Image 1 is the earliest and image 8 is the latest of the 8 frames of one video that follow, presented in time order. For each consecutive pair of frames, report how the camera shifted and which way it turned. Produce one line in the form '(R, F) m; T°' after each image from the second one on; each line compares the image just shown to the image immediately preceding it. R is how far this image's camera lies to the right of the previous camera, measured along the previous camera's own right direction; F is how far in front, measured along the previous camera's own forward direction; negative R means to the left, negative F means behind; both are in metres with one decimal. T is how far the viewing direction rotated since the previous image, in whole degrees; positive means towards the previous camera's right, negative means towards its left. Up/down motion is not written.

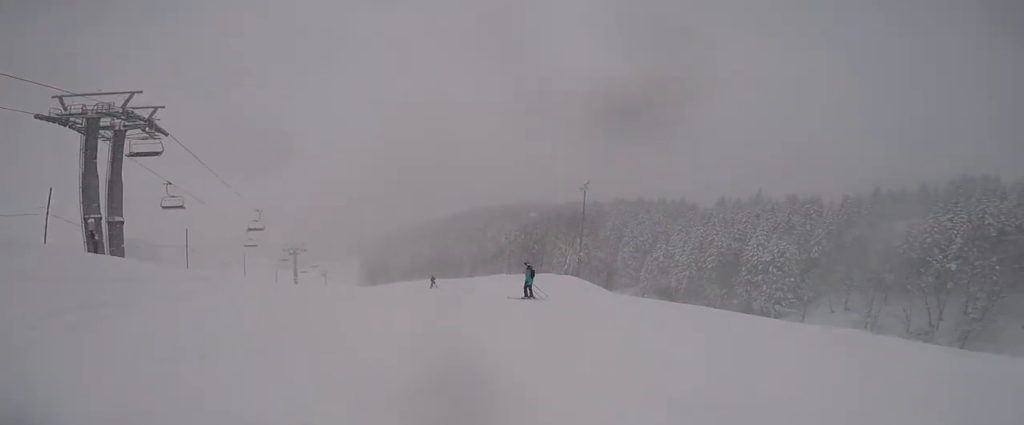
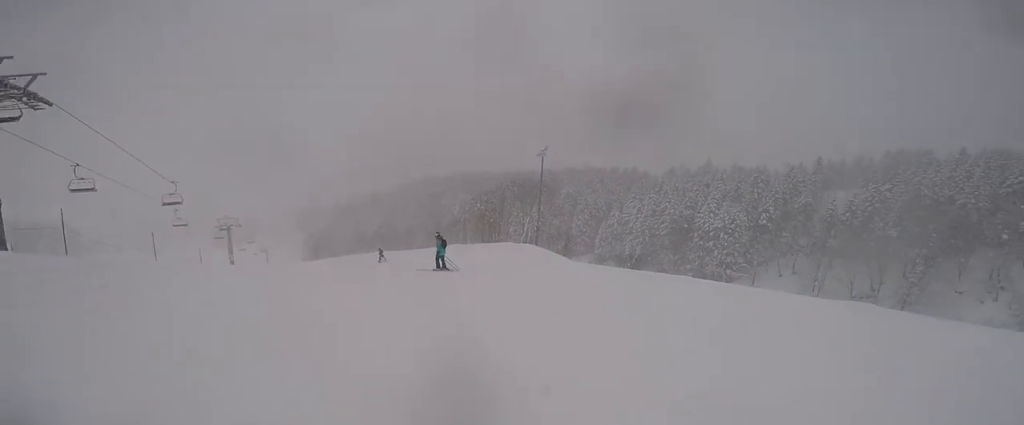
(0.0, +2.5) m; 0°
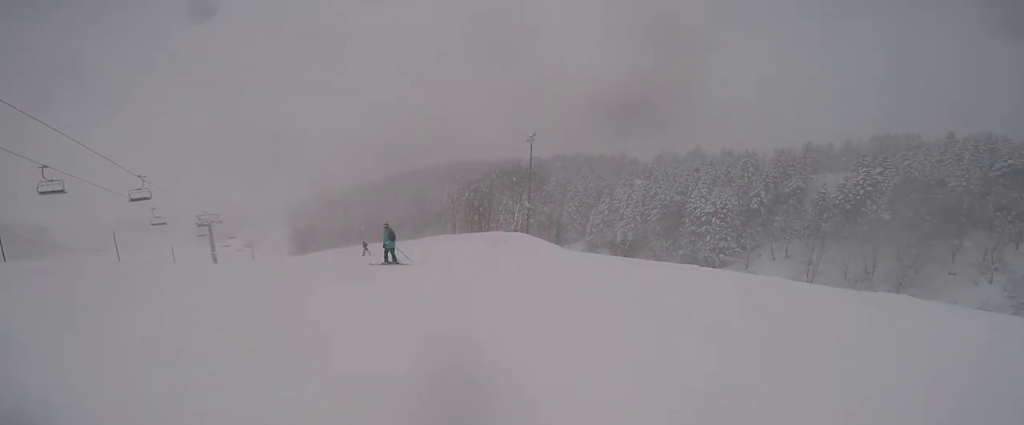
(0.0, +1.5) m; 0°
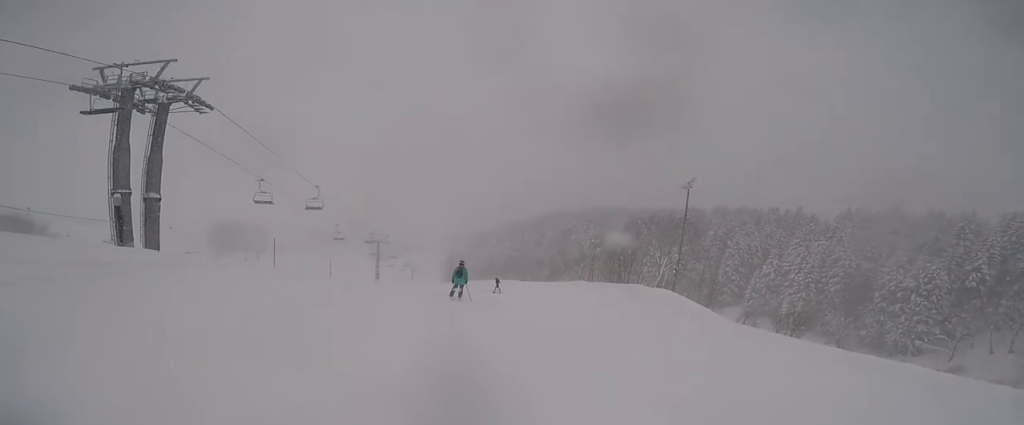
(0.0, +3.0) m; -5°
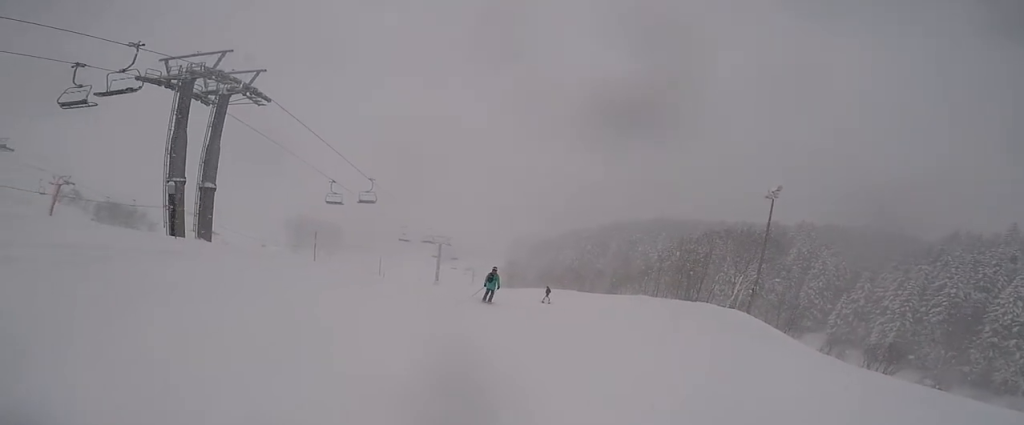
(+0.3, +2.7) m; -19°
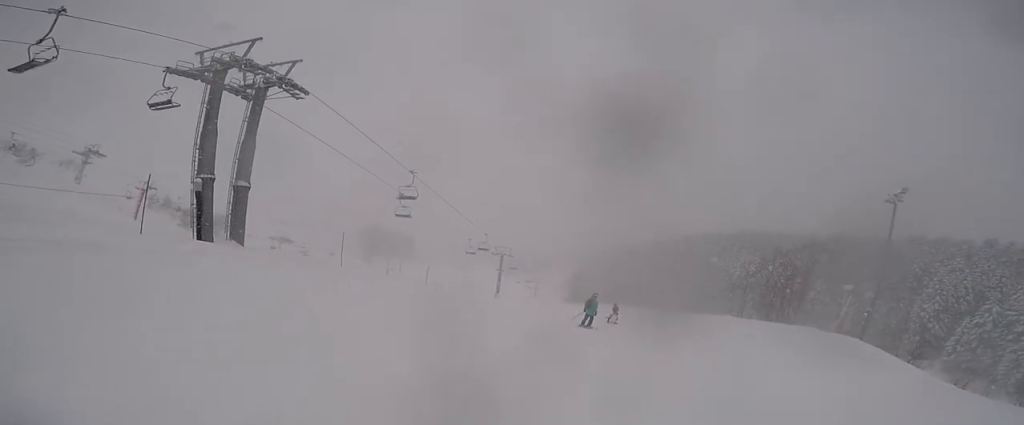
(-1.7, +4.1) m; -4°
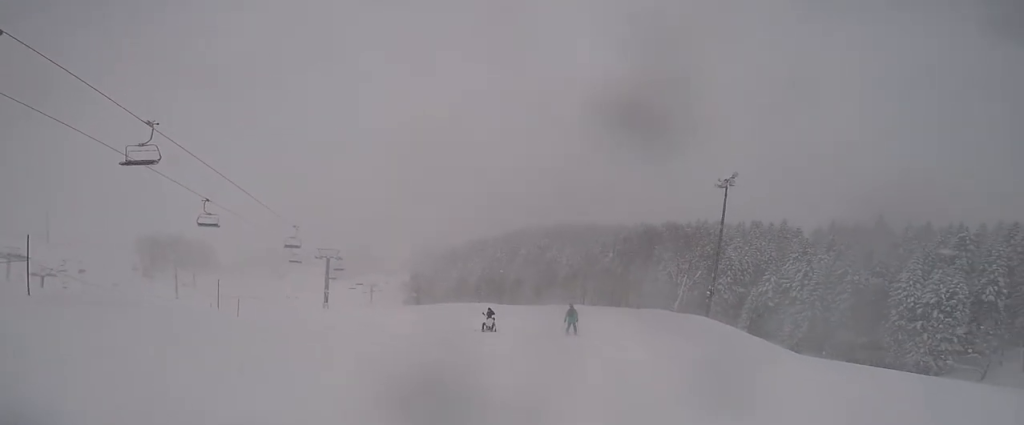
(+3.0, +6.4) m; +29°
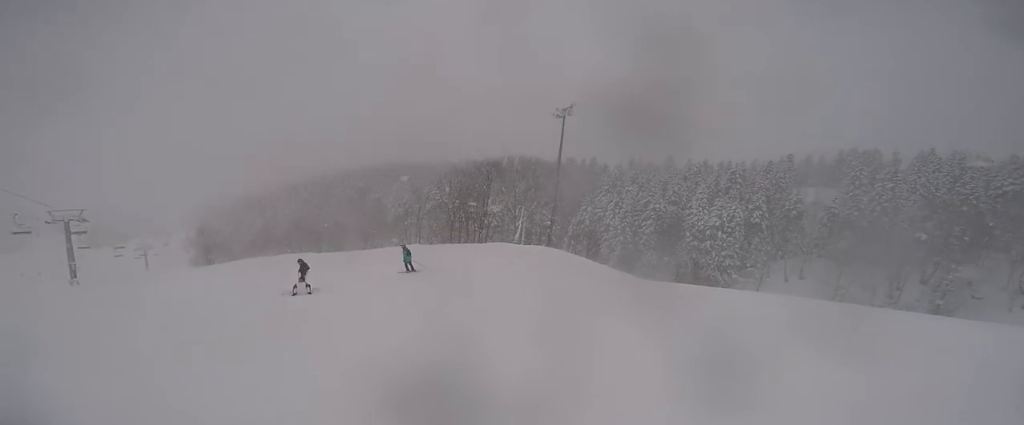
(+0.2, +5.1) m; +9°
